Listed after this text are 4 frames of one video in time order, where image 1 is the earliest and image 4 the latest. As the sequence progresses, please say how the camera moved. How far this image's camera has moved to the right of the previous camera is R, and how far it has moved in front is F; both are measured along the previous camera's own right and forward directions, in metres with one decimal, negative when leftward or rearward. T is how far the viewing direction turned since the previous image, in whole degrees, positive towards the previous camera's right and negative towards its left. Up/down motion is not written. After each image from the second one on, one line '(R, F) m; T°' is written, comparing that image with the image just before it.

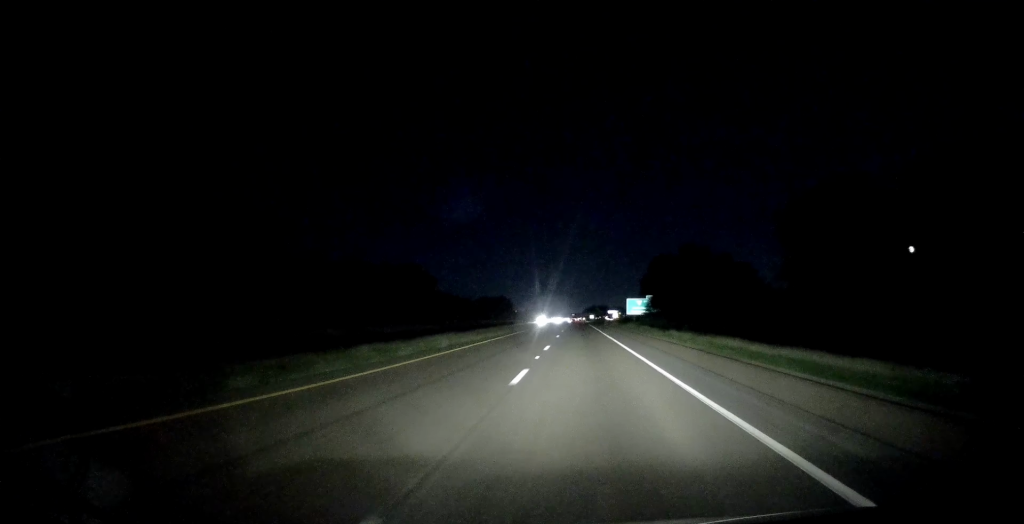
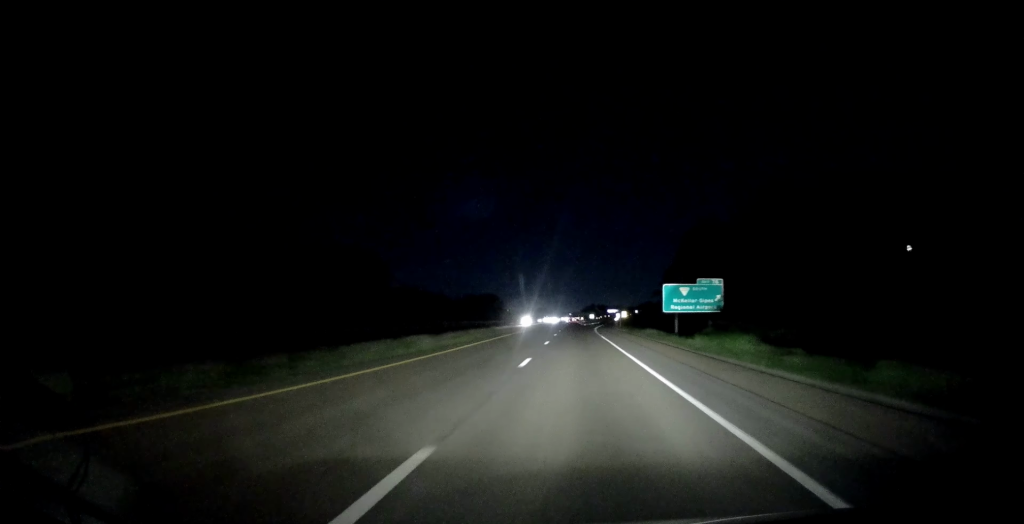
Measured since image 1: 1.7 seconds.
(-0.6, +52.2) m; -1°
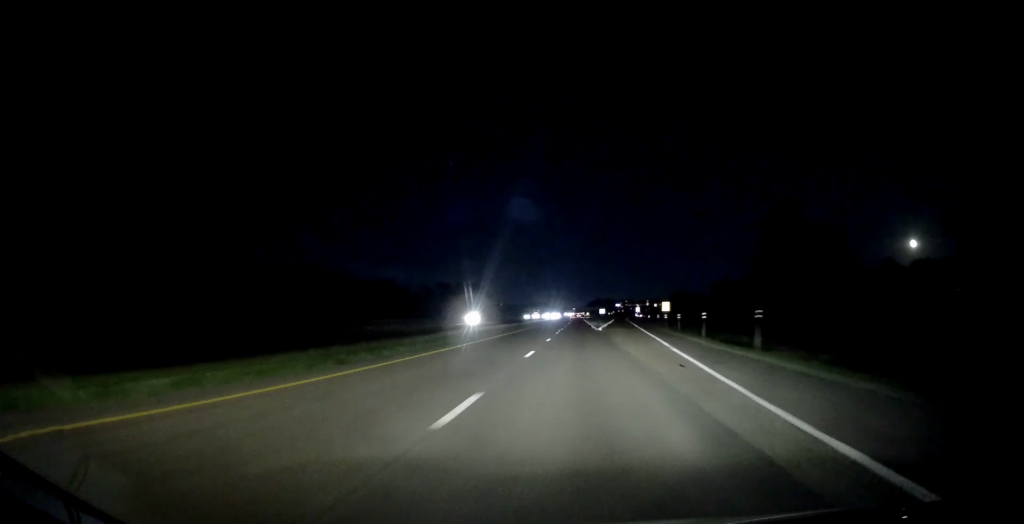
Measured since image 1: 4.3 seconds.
(+0.8, +80.3) m; +1°
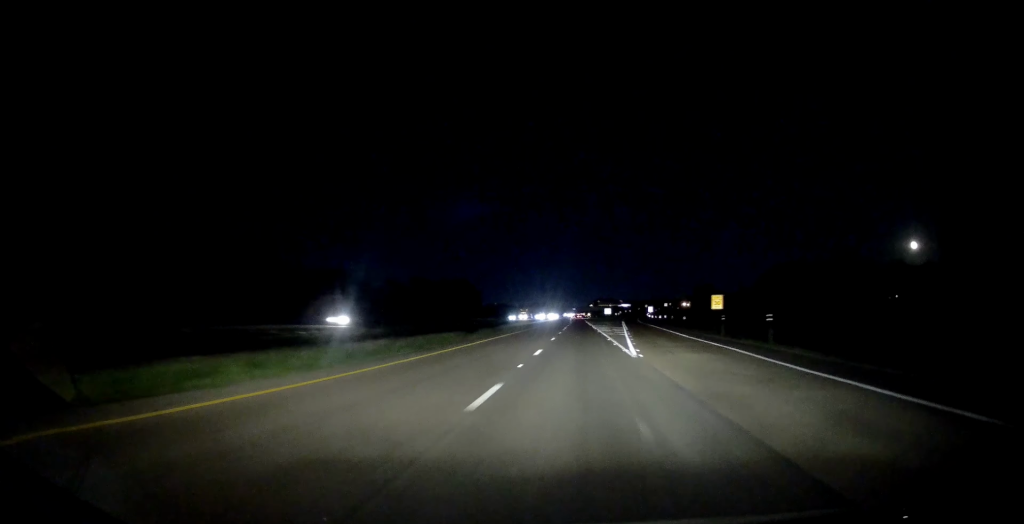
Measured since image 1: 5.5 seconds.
(-0.5, +38.2) m; -1°
